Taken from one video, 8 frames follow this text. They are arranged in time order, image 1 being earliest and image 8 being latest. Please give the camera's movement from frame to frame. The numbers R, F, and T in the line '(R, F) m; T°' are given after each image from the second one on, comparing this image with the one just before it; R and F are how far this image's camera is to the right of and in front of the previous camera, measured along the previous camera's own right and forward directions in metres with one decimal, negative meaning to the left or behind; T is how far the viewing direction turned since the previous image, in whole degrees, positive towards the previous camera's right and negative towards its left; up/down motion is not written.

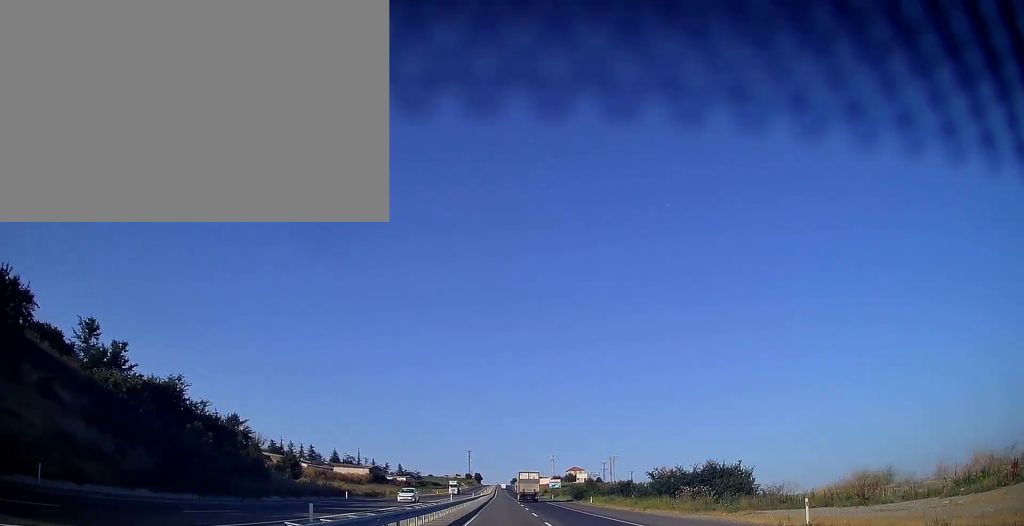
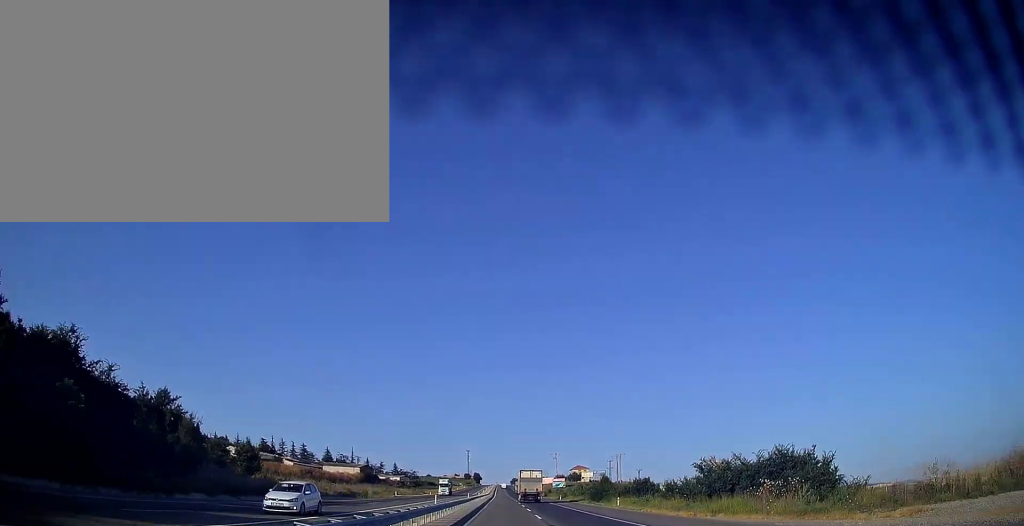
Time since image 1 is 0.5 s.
(0.0, +14.7) m; 0°
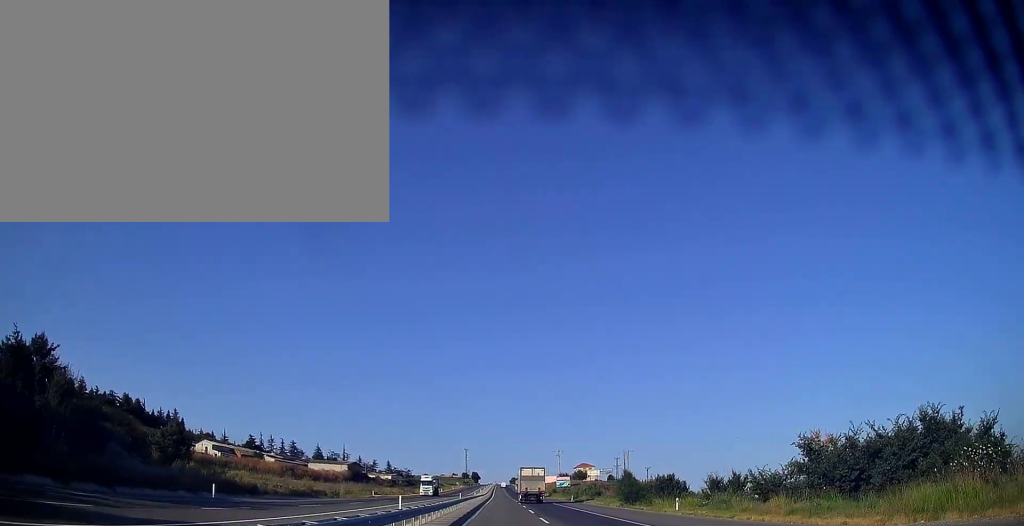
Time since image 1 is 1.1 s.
(0.0, +18.5) m; 0°
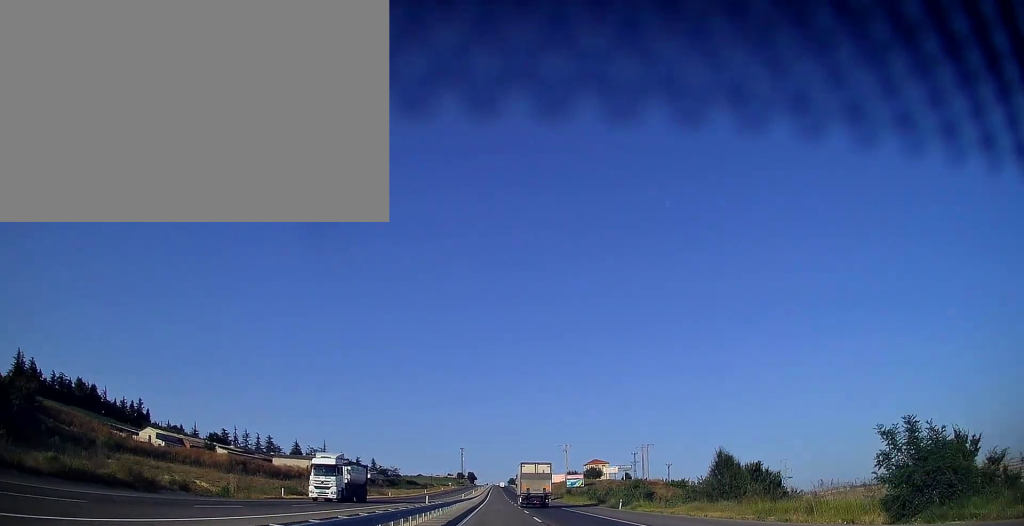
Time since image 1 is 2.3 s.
(0.0, +35.2) m; 0°
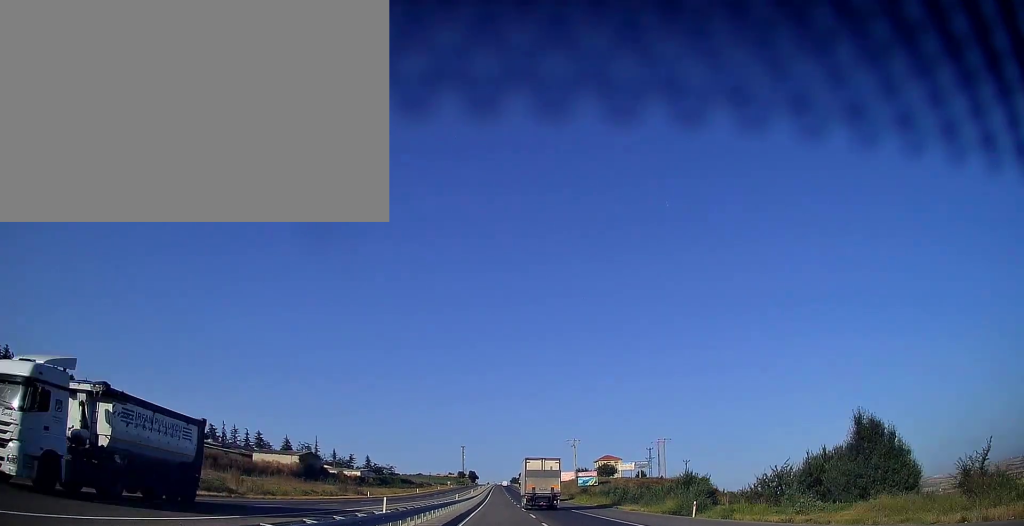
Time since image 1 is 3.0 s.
(0.0, +18.2) m; 0°
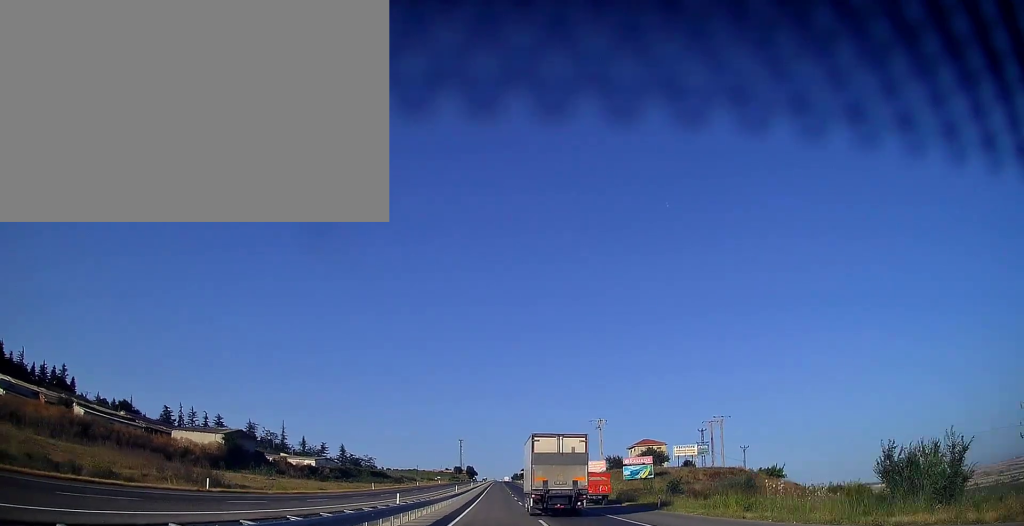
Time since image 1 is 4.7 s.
(0.0, +47.9) m; 0°
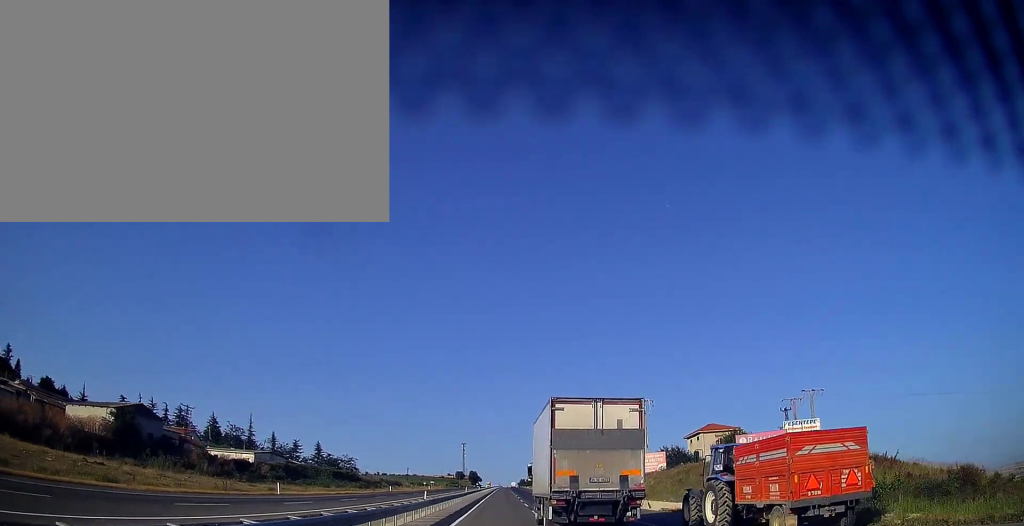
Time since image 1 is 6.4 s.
(-0.1, +40.0) m; 0°
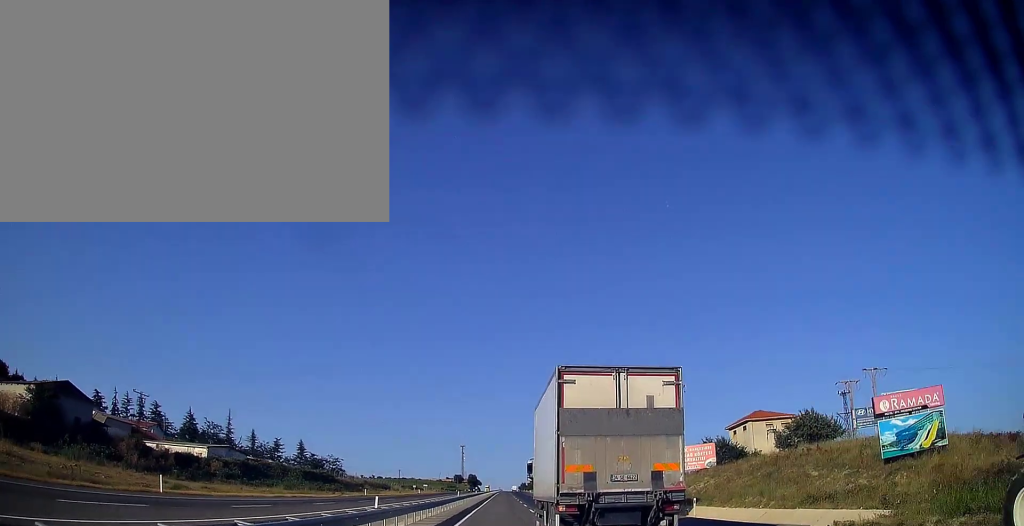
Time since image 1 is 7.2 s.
(0.0, +17.9) m; 0°
